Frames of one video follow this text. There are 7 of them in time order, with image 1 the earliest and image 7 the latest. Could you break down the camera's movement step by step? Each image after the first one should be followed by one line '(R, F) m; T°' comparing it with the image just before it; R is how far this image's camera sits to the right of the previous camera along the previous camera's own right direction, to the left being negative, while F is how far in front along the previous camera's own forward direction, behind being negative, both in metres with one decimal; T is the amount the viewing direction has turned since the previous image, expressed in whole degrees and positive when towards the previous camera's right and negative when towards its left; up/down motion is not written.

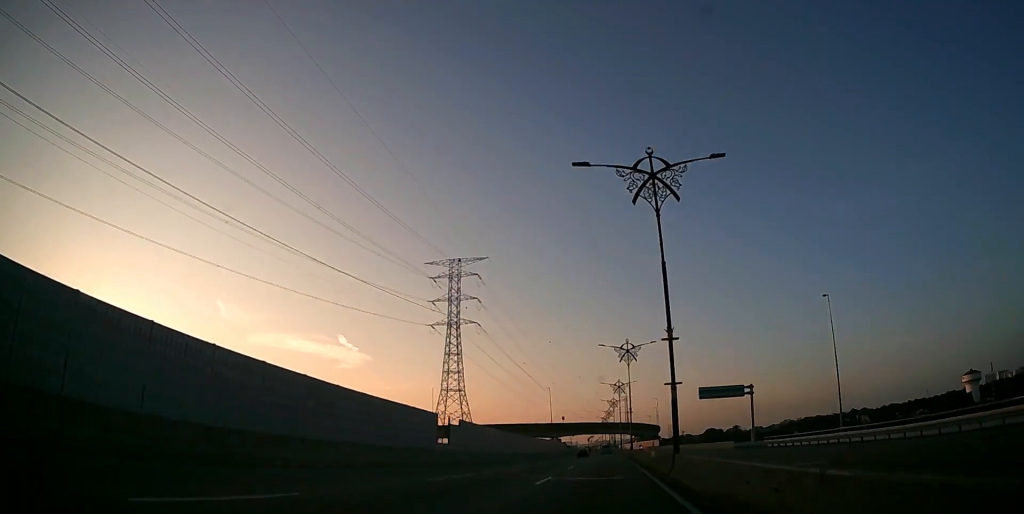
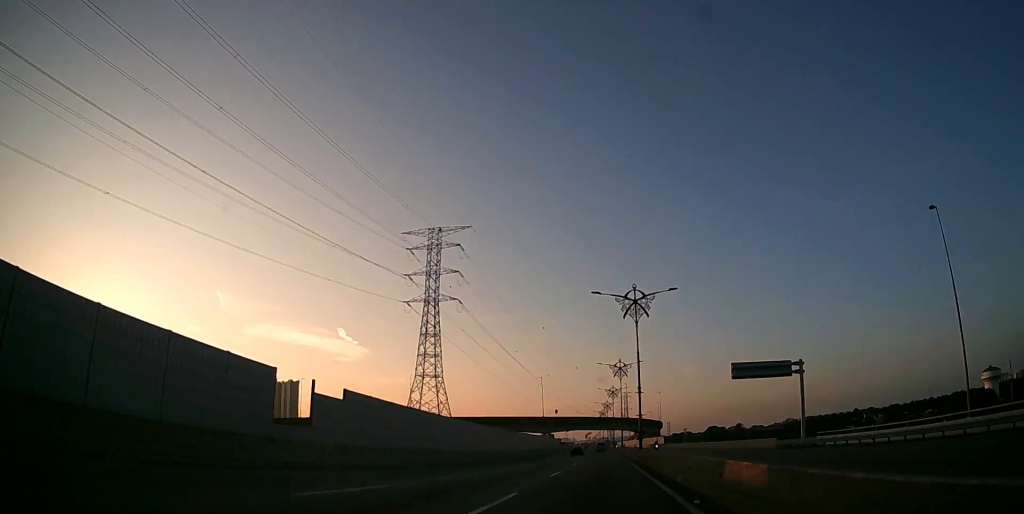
(+0.3, +20.7) m; +1°
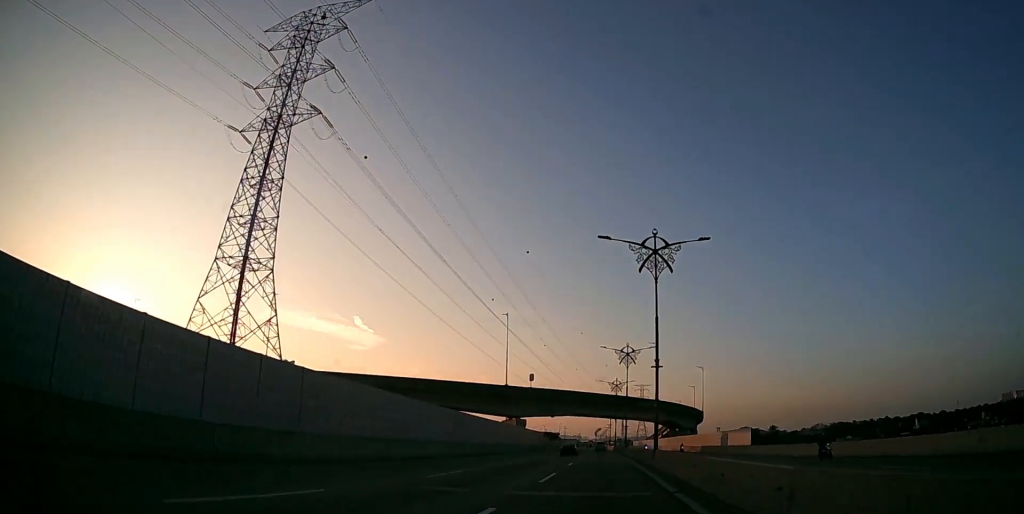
(0.0, +81.0) m; -1°
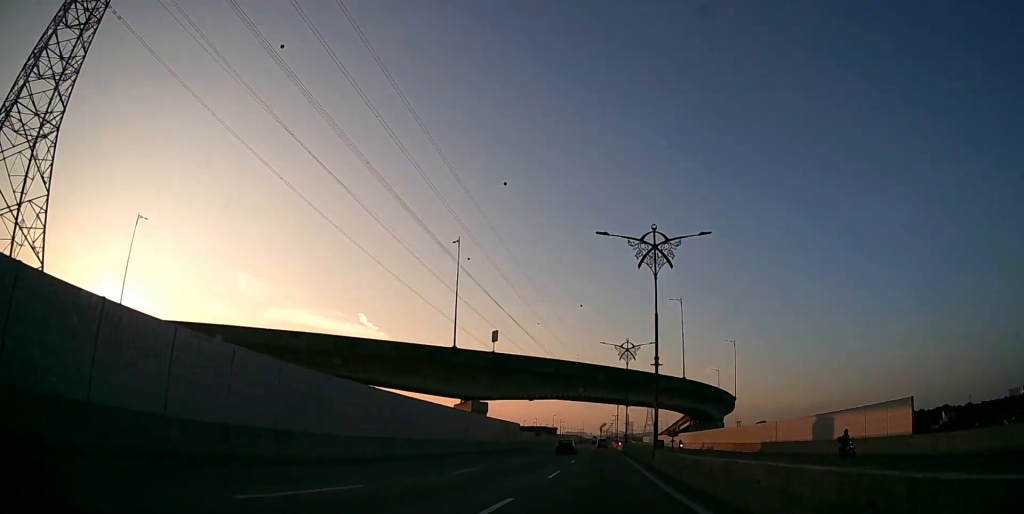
(-0.2, +35.6) m; -1°
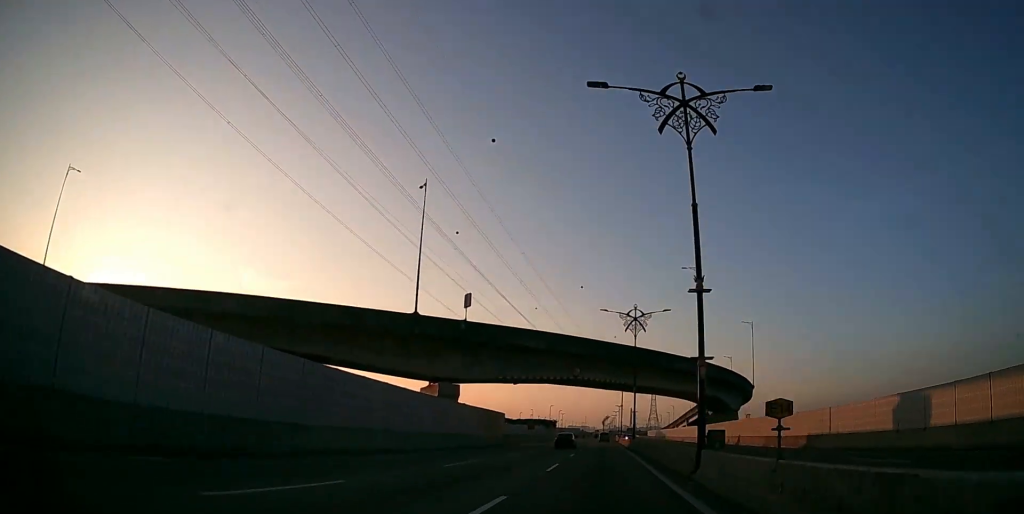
(0.0, +13.6) m; 0°
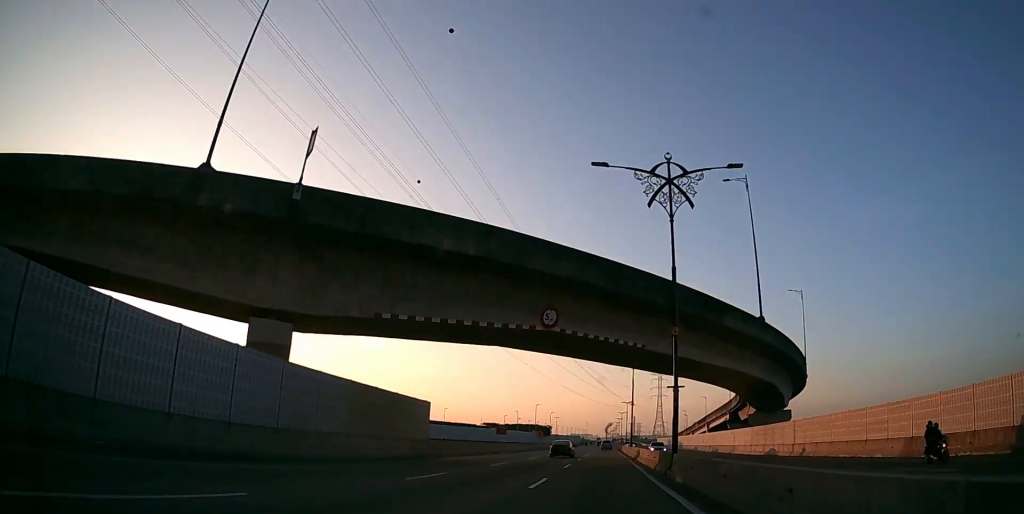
(-0.1, +28.8) m; 0°
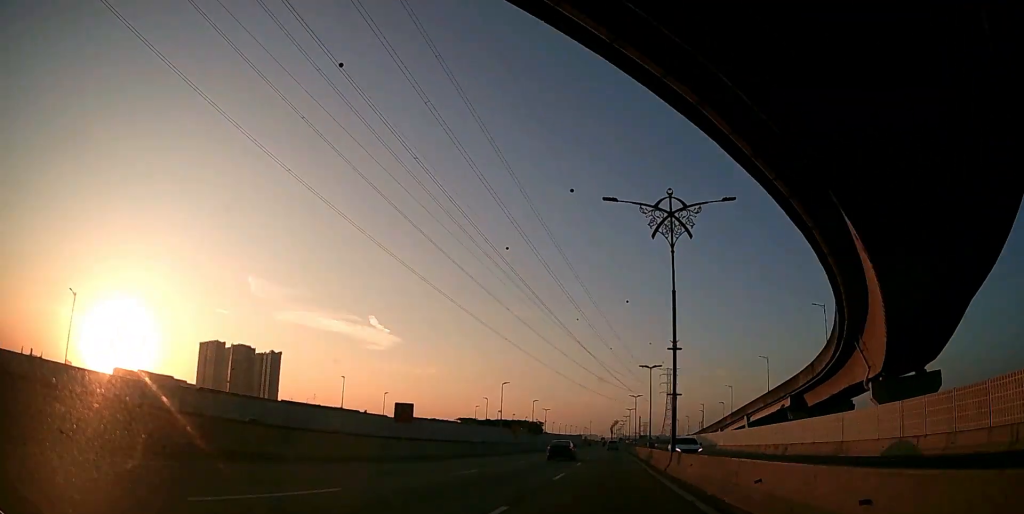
(0.0, +33.9) m; 0°
